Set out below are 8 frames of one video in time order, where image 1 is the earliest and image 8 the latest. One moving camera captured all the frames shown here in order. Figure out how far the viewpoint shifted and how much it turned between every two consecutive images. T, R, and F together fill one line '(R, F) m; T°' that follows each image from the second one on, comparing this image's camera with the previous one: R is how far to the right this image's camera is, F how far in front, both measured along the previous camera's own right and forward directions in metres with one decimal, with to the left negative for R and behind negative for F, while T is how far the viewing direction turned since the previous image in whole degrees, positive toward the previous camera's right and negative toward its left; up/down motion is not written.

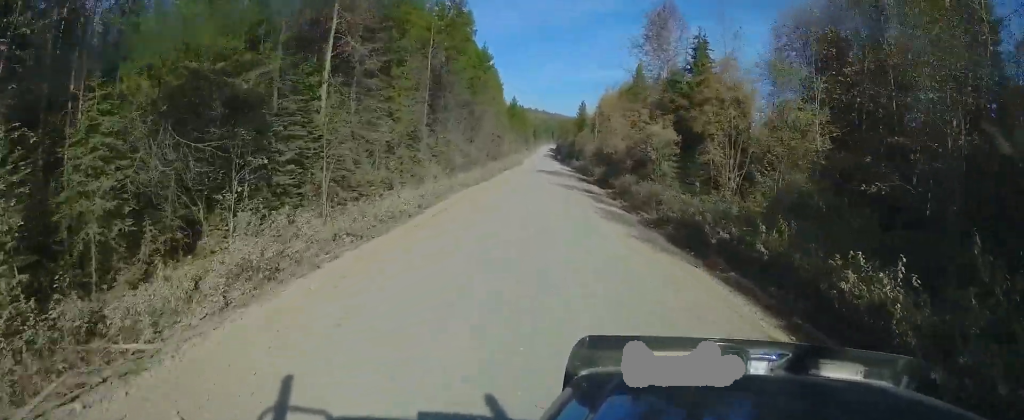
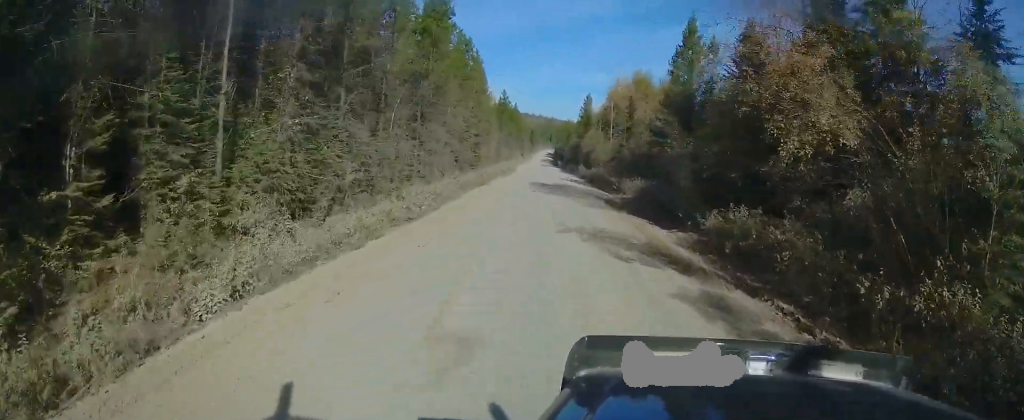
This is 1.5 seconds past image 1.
(-0.2, +29.0) m; 0°
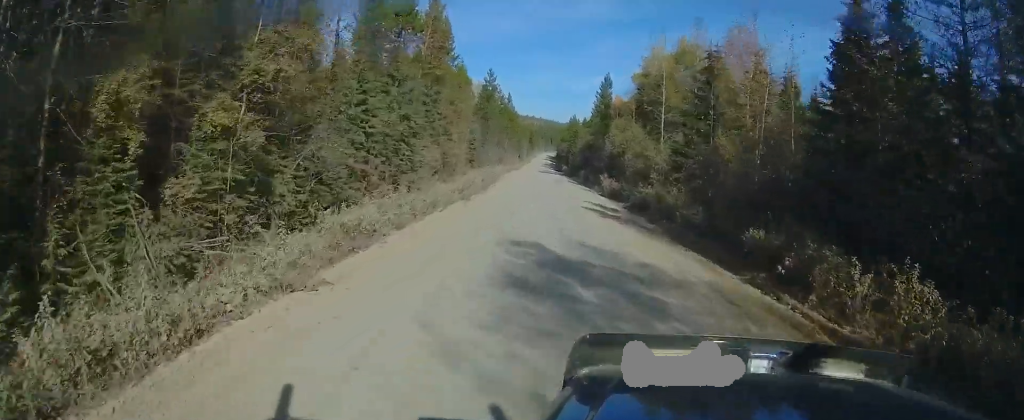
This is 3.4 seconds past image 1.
(-0.2, +36.2) m; -1°
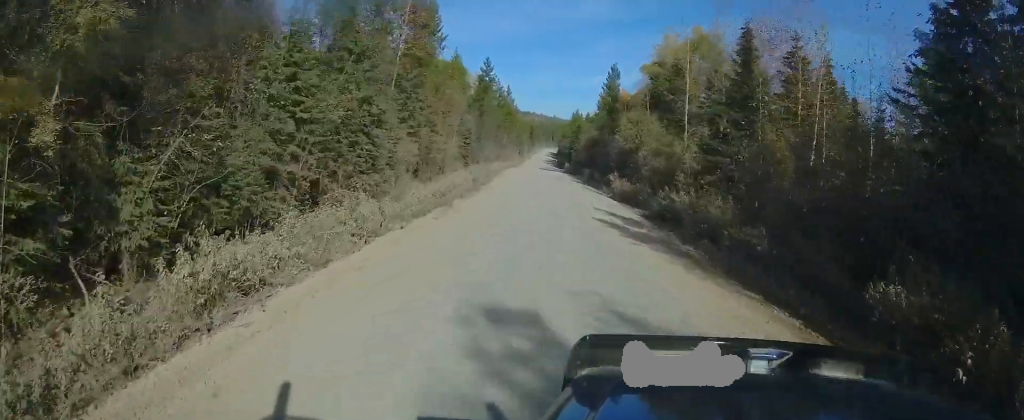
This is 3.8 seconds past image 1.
(0.0, +7.9) m; 0°
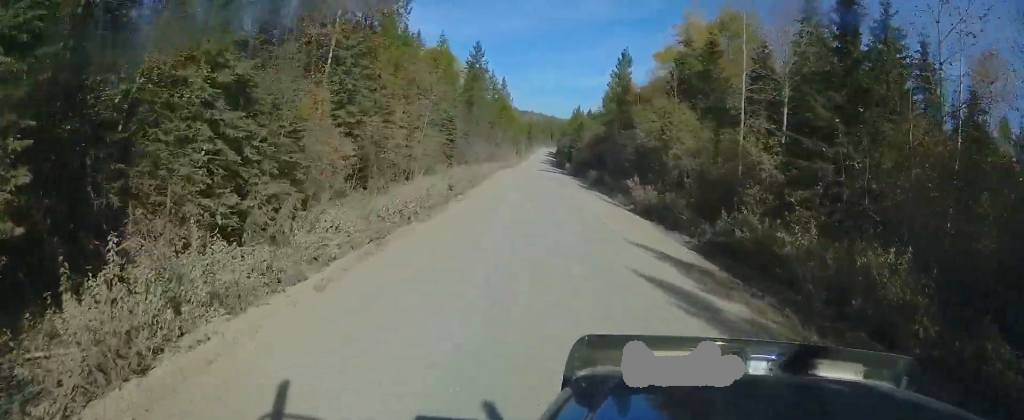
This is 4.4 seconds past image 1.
(0.0, +12.5) m; 0°
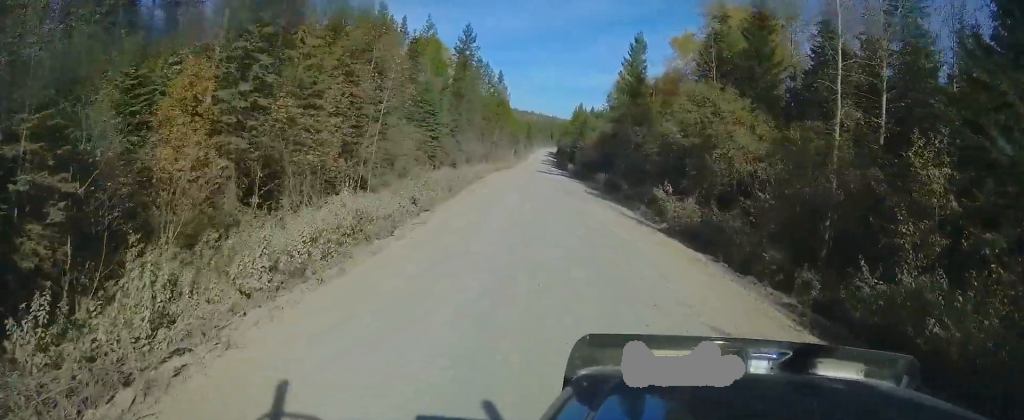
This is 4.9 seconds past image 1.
(0.0, +10.6) m; 0°
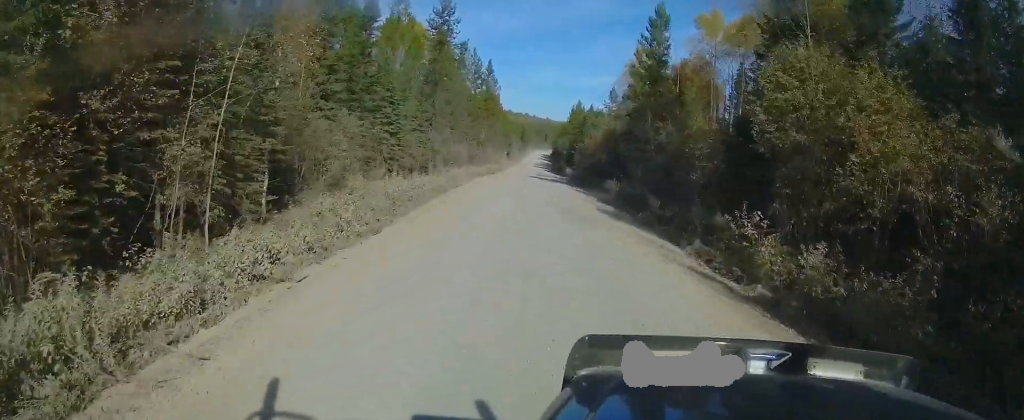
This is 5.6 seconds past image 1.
(0.0, +13.9) m; 0°
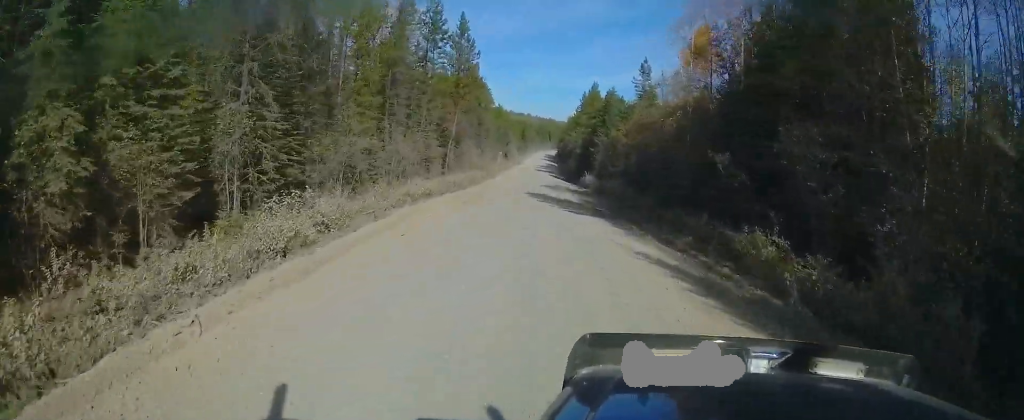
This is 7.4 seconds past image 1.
(+0.1, +35.5) m; 0°
